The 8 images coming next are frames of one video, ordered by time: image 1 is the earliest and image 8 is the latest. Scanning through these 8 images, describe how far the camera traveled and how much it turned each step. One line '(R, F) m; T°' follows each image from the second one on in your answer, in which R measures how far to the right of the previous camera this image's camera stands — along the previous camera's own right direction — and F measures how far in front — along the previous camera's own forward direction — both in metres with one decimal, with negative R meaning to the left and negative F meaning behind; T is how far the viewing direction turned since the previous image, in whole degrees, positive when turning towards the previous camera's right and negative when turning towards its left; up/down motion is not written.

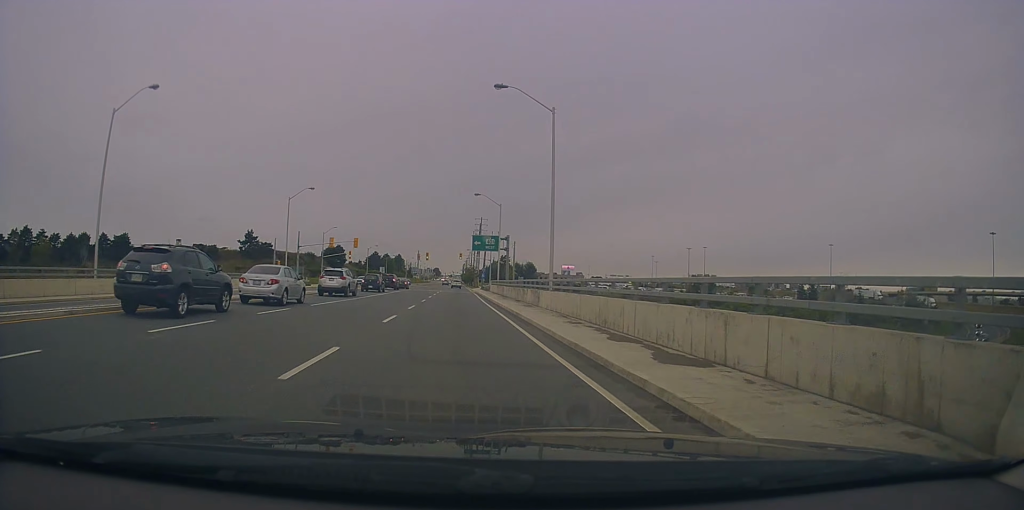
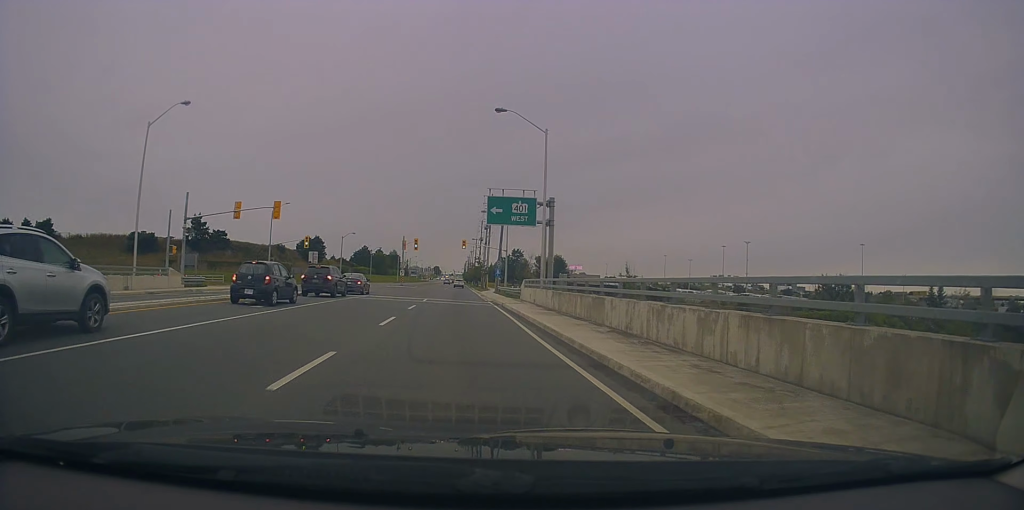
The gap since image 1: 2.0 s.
(-0.2, +34.3) m; 0°
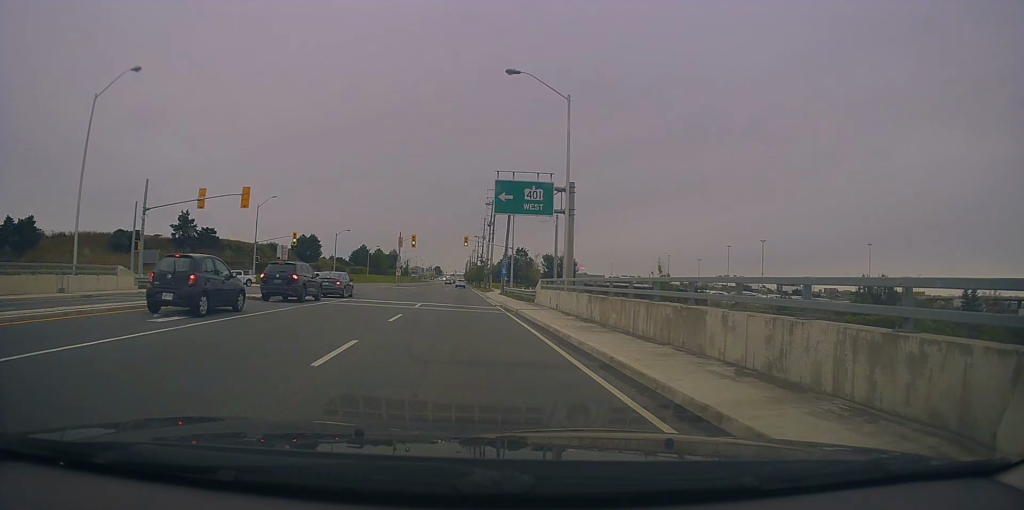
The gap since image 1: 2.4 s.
(0.0, +6.8) m; 0°
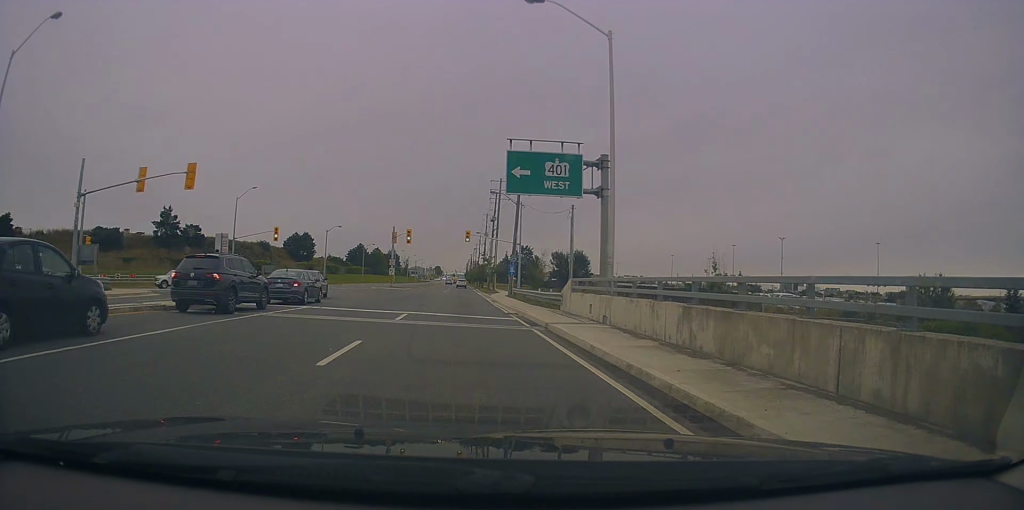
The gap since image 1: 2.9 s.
(0.0, +8.0) m; 0°
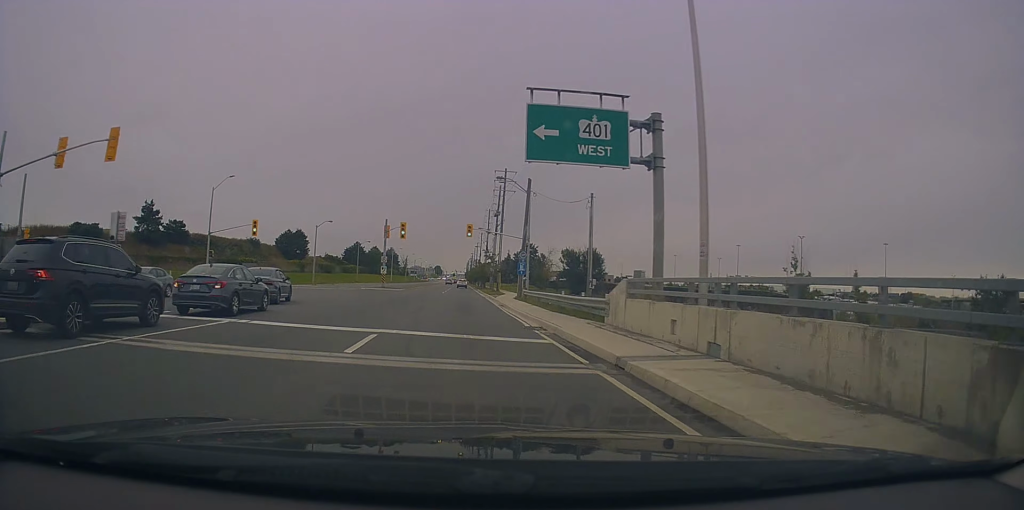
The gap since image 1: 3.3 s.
(+0.1, +7.4) m; 0°
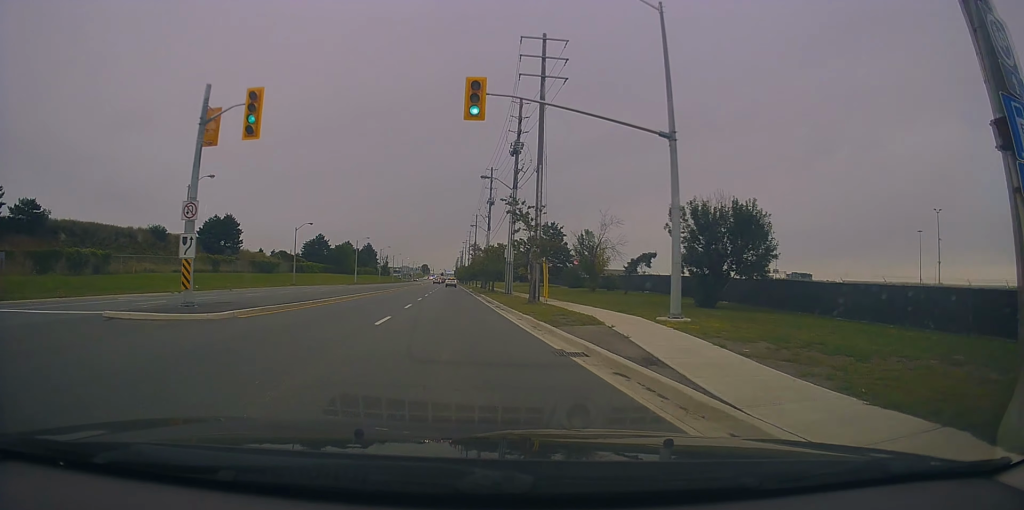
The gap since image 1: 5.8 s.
(-0.8, +41.6) m; +1°
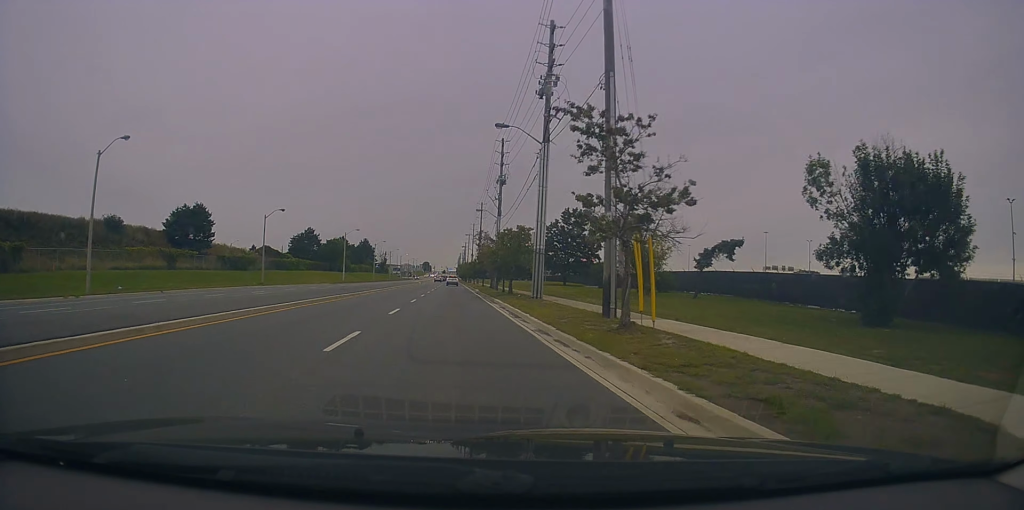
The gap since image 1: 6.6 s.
(+0.6, +14.6) m; 0°
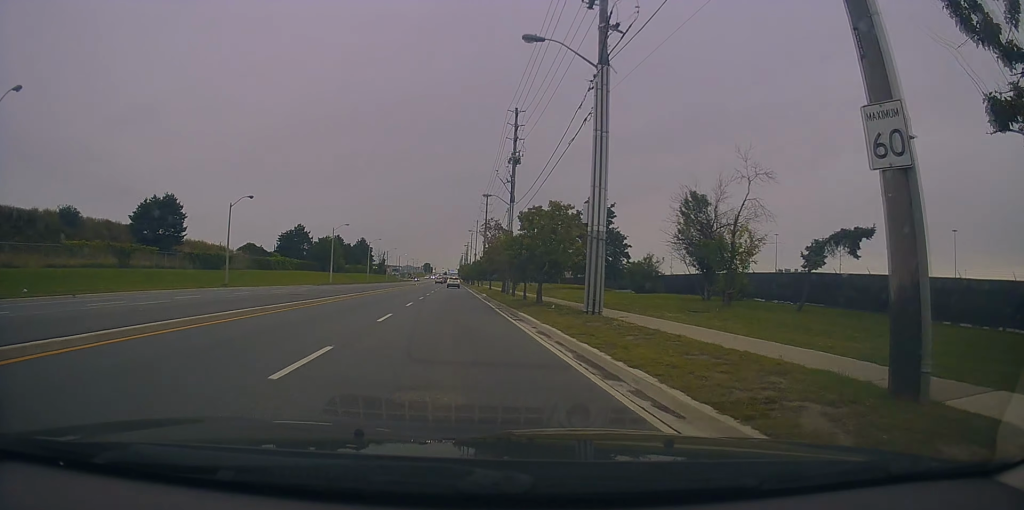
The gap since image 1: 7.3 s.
(-0.3, +11.7) m; 0°
